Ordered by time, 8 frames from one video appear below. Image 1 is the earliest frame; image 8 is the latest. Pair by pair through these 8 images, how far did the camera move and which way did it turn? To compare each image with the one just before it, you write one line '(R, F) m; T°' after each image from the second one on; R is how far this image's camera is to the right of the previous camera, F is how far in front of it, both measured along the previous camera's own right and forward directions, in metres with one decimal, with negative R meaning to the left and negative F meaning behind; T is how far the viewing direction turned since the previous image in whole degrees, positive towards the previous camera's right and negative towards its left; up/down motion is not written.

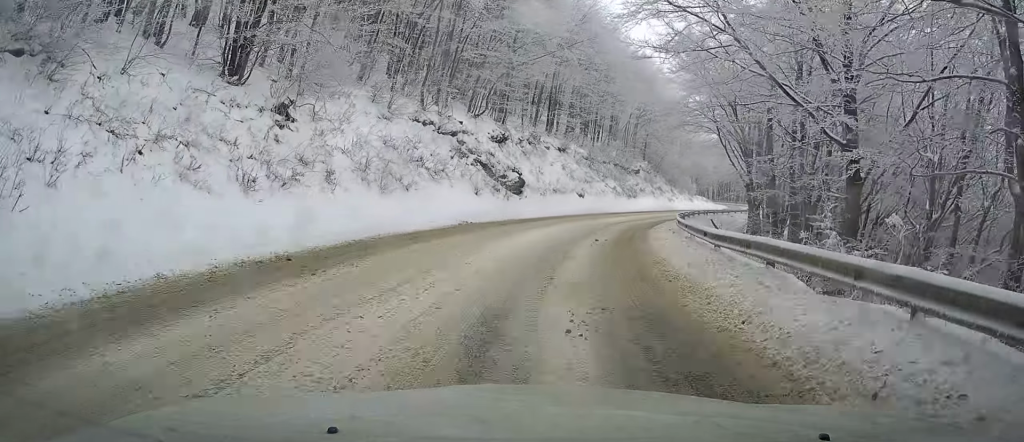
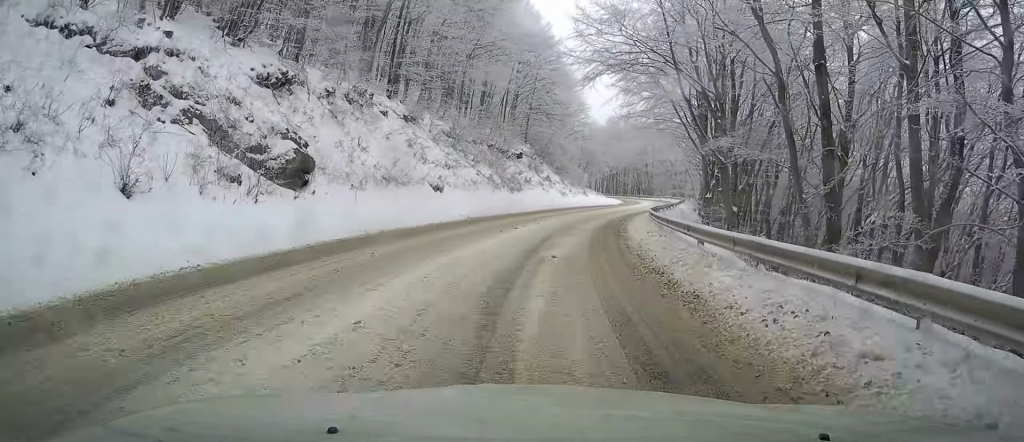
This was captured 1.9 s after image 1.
(+1.7, +20.4) m; +10°
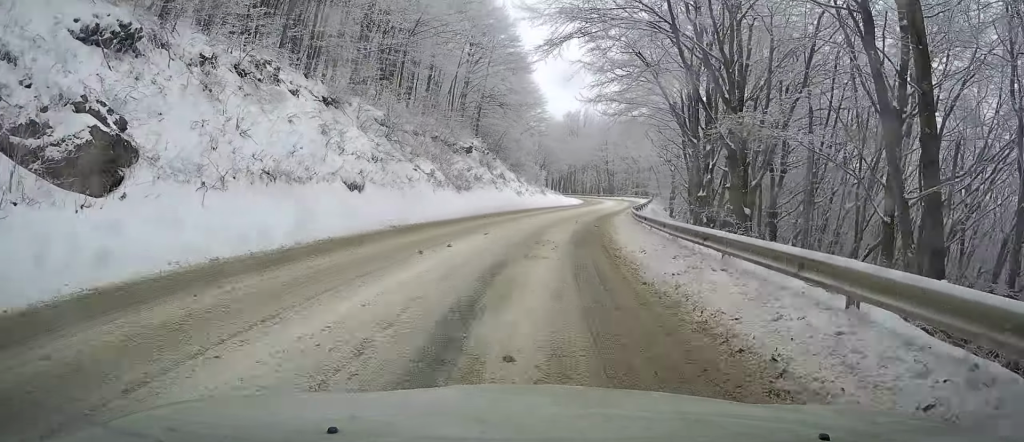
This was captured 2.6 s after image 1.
(+0.5, +7.4) m; +2°
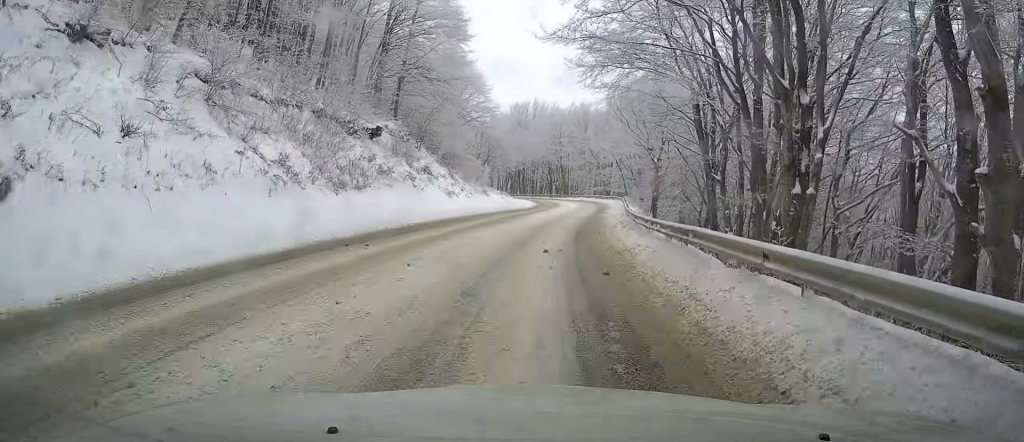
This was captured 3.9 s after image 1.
(+0.4, +16.1) m; +3°
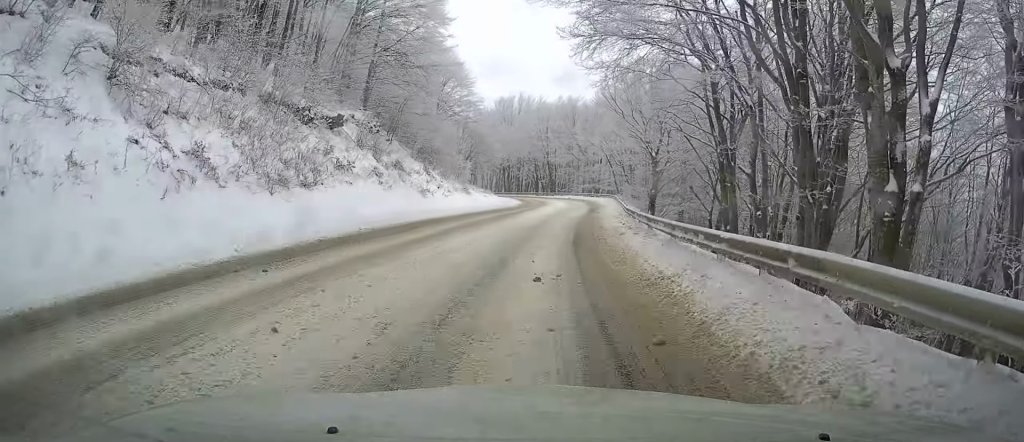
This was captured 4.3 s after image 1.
(+0.2, +5.0) m; +1°
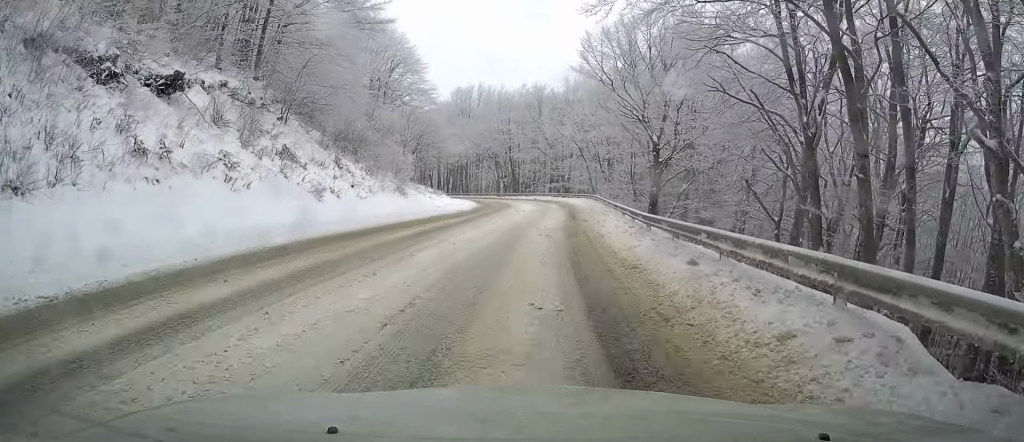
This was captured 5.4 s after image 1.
(+0.3, +13.1) m; +2°
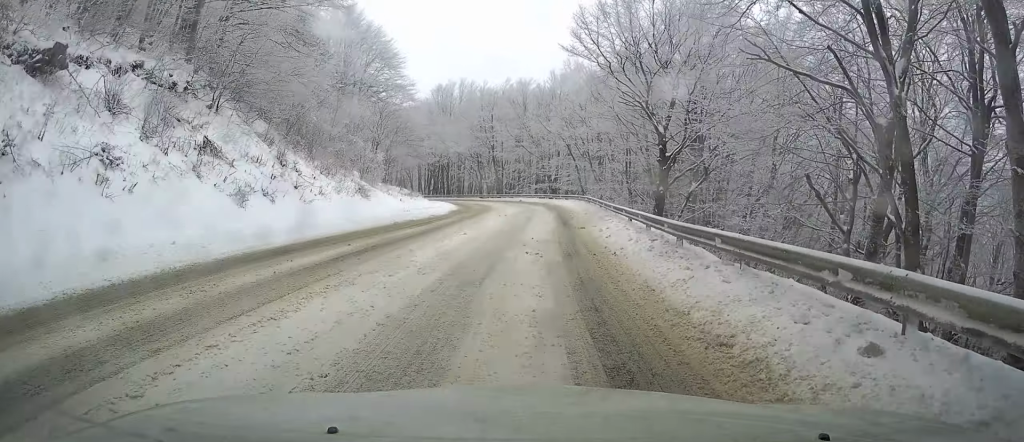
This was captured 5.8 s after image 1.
(0.0, +5.5) m; +1°
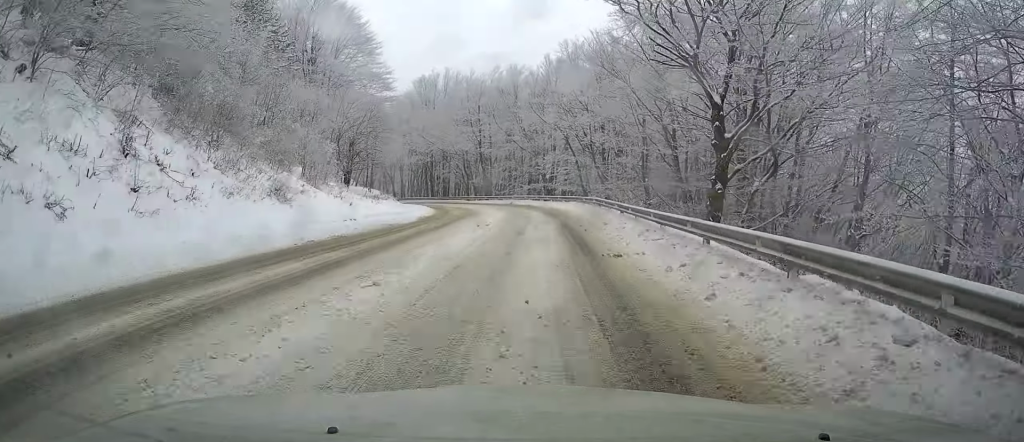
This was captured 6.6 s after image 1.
(+0.2, +10.0) m; +2°
